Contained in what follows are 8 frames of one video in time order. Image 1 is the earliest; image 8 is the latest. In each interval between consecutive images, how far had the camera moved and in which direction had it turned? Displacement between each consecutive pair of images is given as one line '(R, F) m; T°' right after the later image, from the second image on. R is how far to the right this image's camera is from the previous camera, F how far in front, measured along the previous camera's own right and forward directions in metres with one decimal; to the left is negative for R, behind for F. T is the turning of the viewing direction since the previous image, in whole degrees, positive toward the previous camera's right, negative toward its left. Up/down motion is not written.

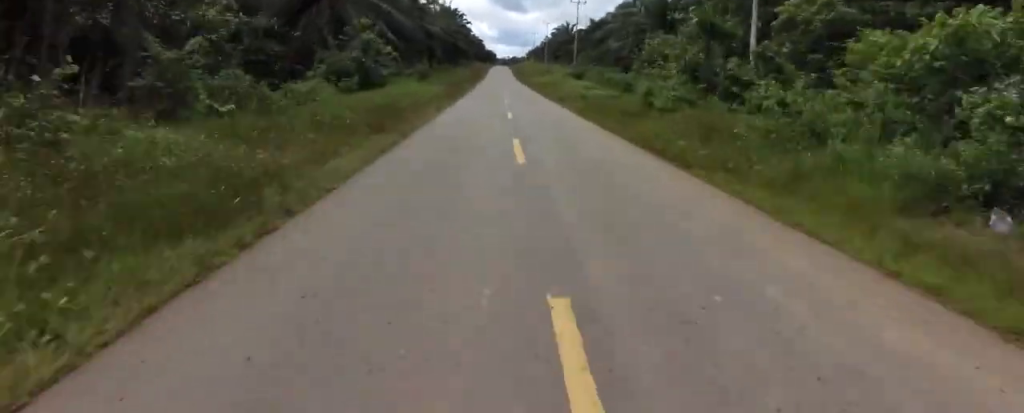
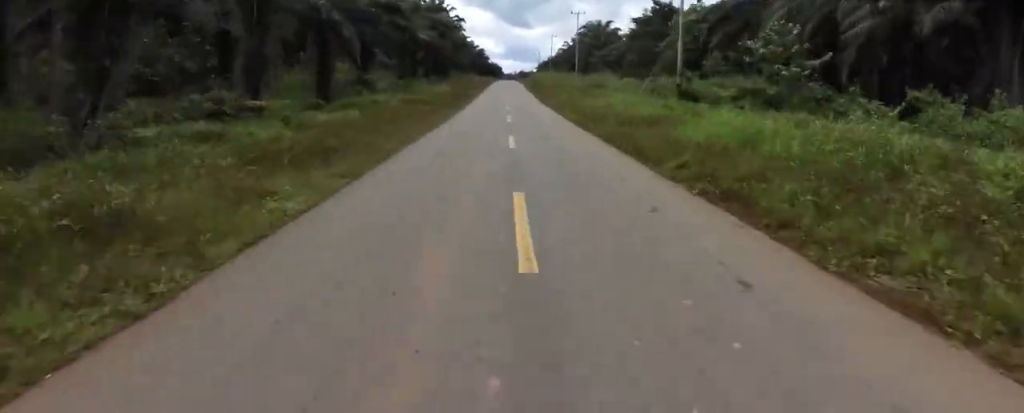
(0.0, +44.4) m; -1°
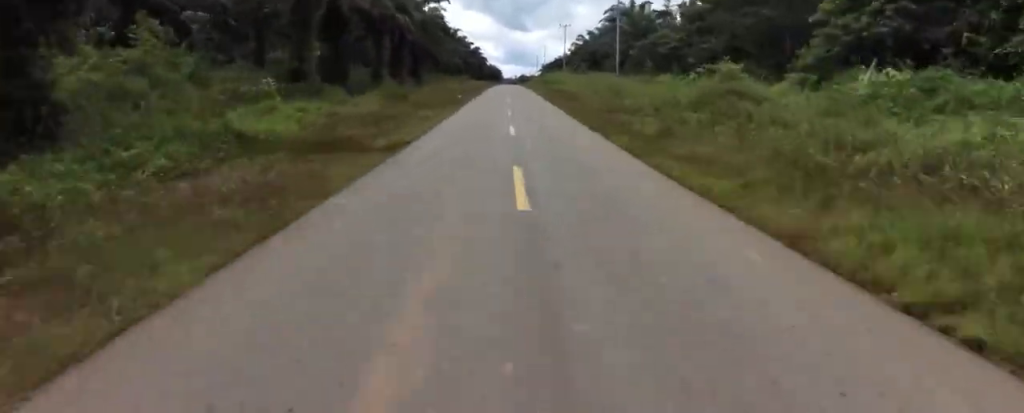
(-0.3, +31.7) m; +1°
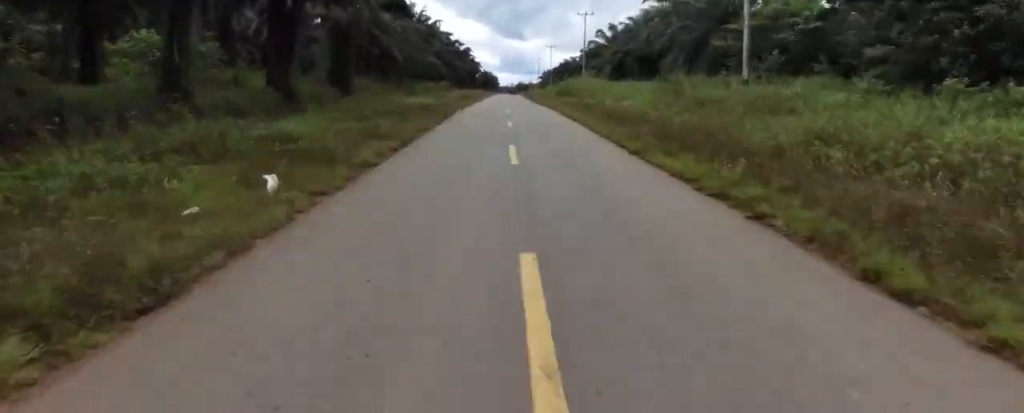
(+0.7, +29.5) m; 0°
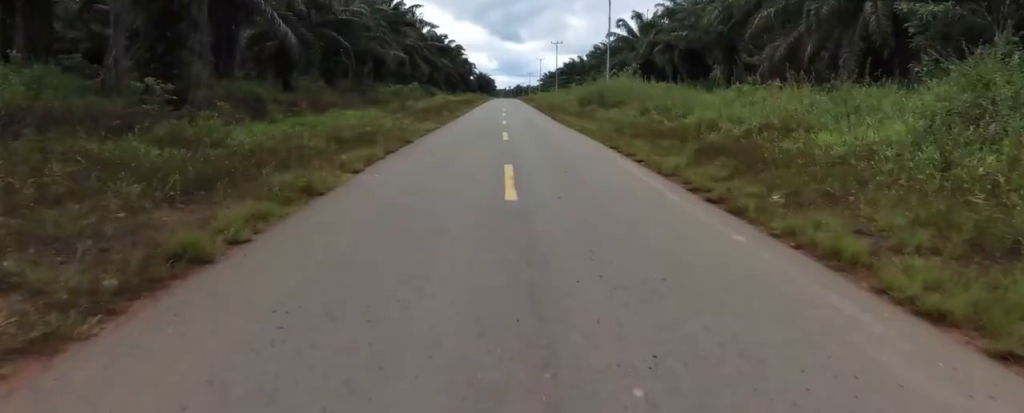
(0.0, +19.1) m; 0°
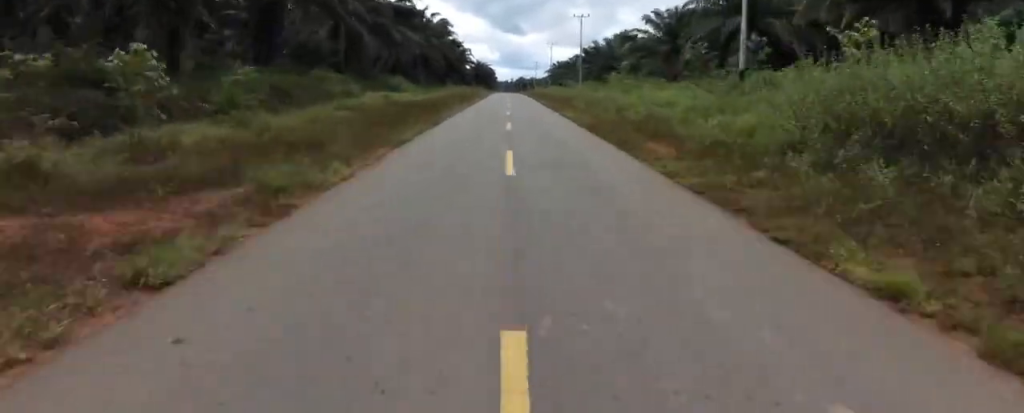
(-0.4, +29.8) m; 0°
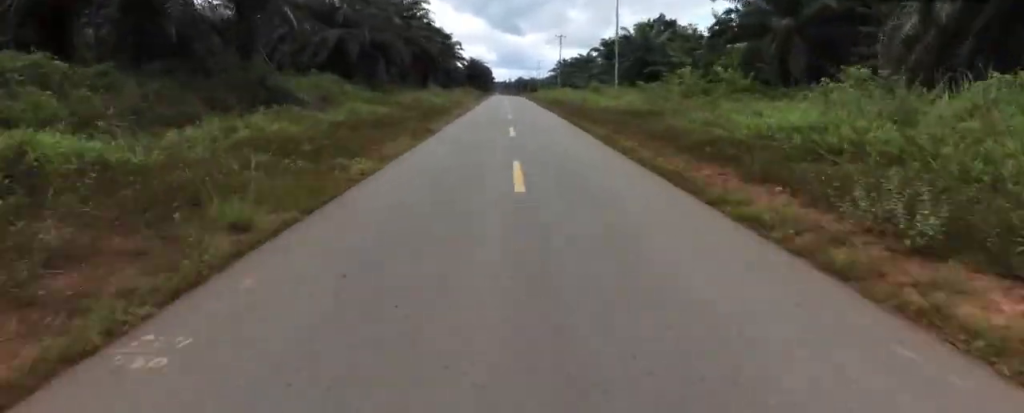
(+0.6, +24.8) m; 0°
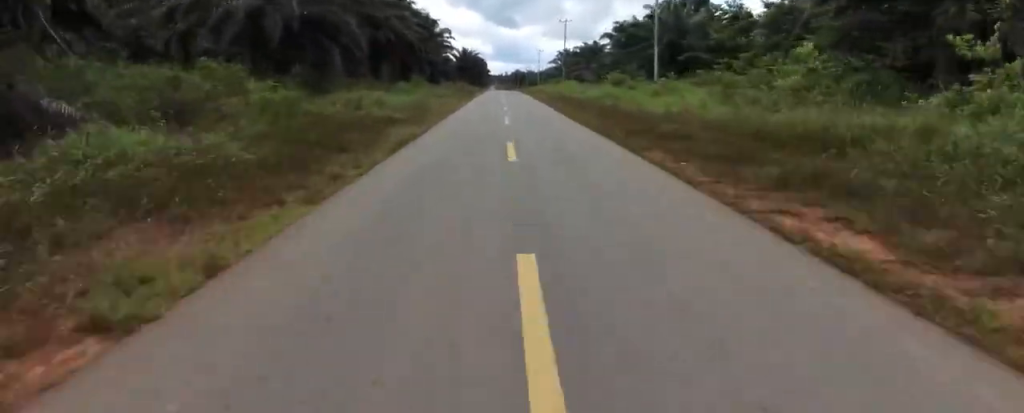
(-0.5, +14.8) m; -1°
